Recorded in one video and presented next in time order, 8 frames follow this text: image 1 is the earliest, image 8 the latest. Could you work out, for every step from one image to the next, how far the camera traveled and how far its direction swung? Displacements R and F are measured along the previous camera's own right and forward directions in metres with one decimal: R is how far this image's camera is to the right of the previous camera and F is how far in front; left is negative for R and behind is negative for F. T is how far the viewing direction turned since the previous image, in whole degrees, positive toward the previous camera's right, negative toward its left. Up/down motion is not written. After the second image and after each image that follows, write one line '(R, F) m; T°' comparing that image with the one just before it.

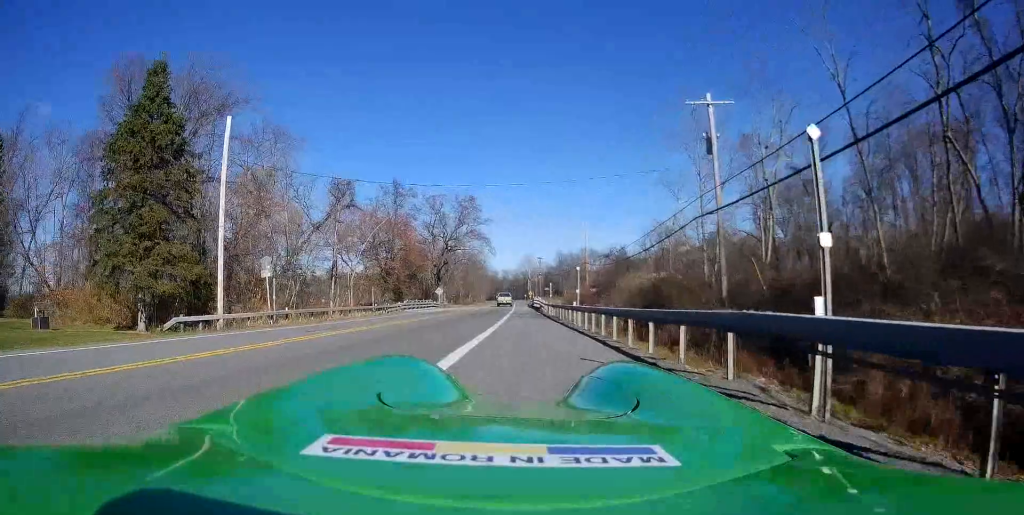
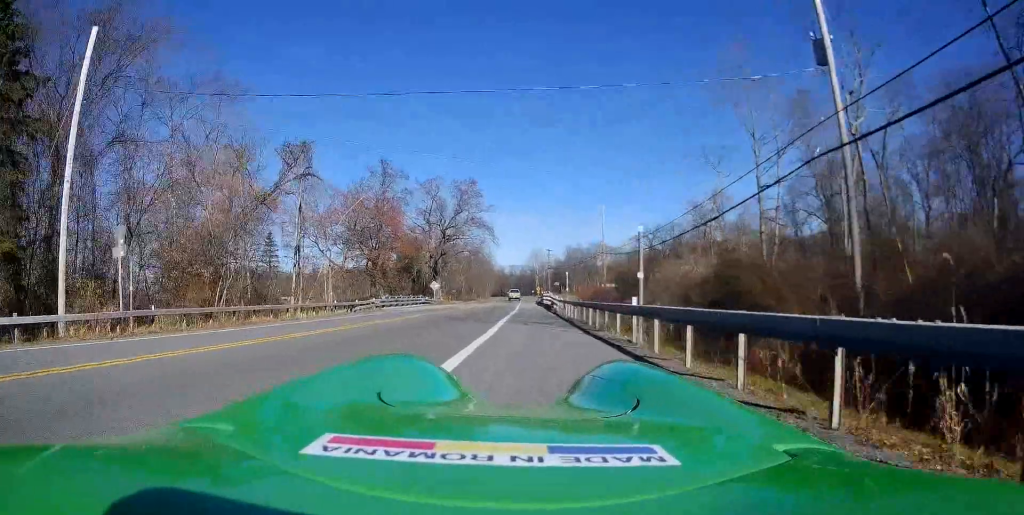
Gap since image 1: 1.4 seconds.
(-0.3, +11.1) m; -1°
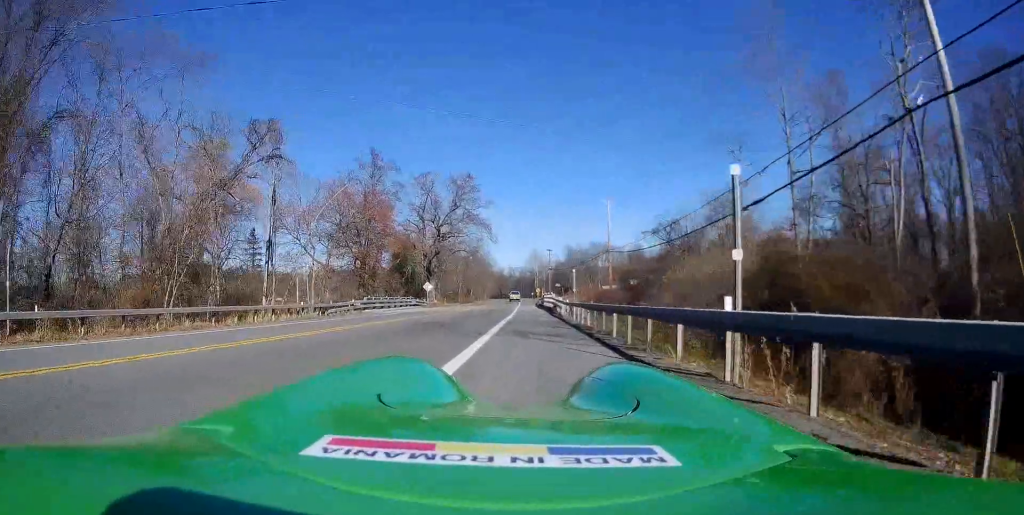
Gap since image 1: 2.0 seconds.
(+0.1, +5.0) m; +1°
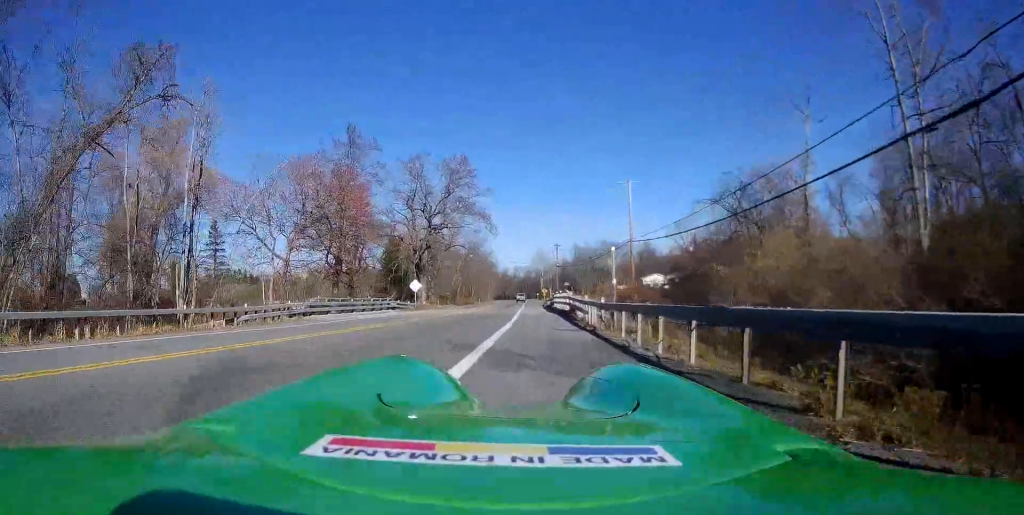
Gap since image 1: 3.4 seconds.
(+0.2, +11.1) m; 0°
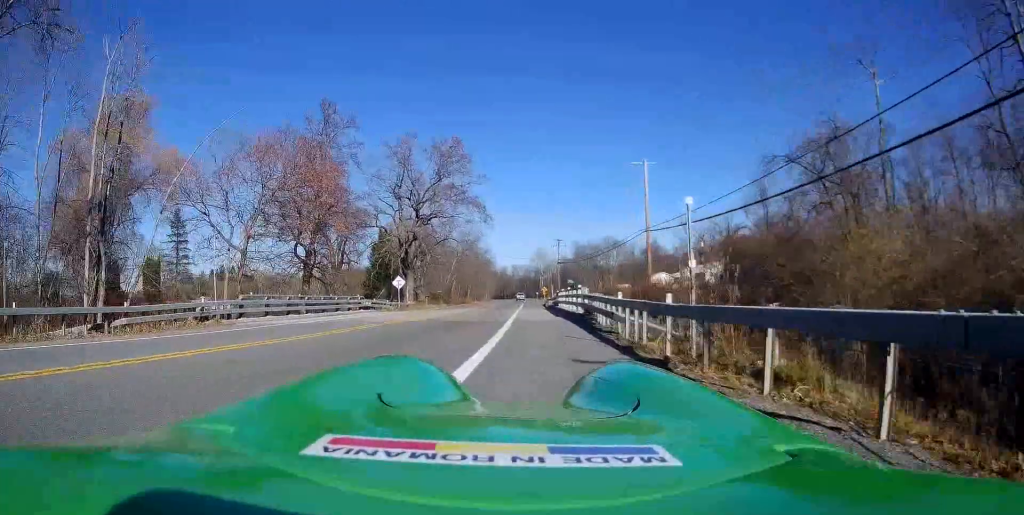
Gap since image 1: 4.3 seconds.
(0.0, +7.6) m; -2°
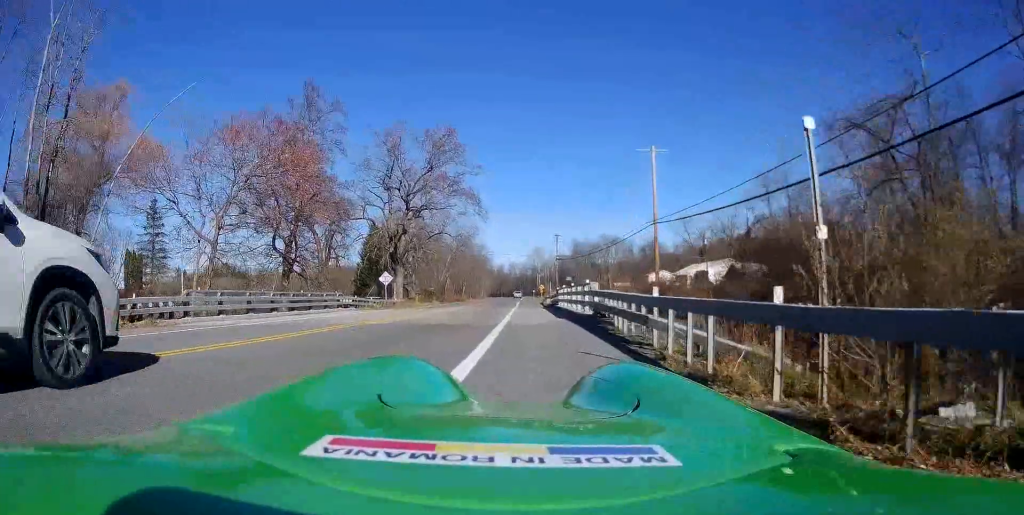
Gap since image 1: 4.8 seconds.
(0.0, +3.8) m; -1°
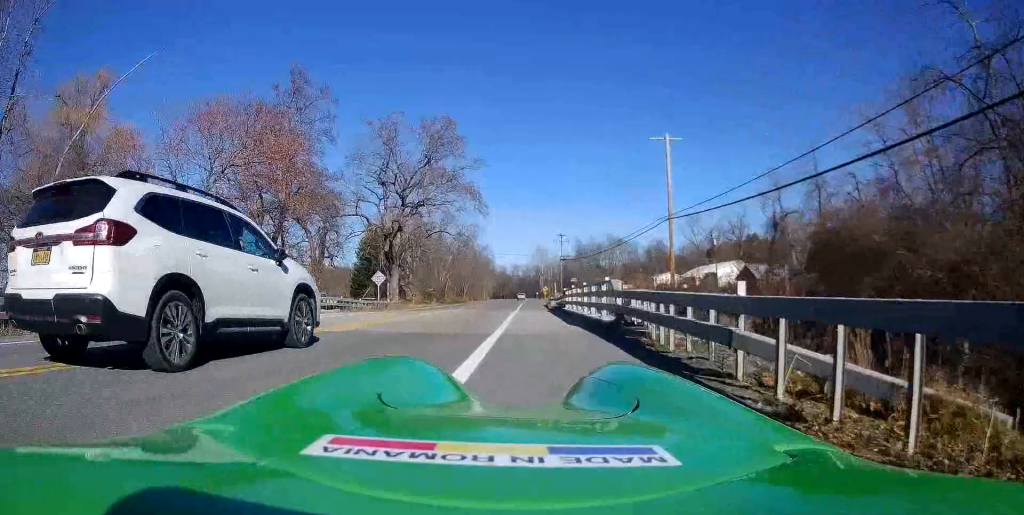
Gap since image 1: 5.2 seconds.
(-0.1, +3.9) m; -2°
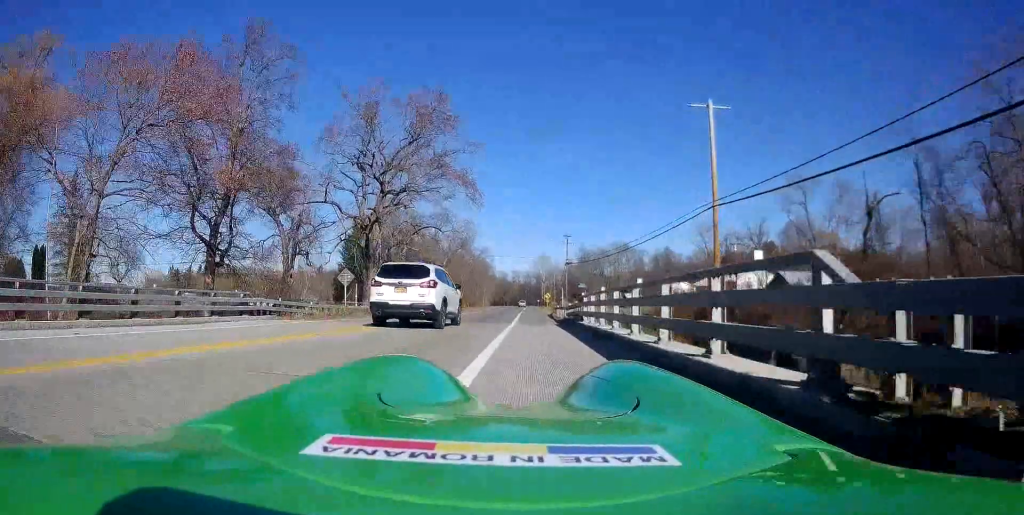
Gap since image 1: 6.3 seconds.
(-0.3, +9.3) m; +1°
